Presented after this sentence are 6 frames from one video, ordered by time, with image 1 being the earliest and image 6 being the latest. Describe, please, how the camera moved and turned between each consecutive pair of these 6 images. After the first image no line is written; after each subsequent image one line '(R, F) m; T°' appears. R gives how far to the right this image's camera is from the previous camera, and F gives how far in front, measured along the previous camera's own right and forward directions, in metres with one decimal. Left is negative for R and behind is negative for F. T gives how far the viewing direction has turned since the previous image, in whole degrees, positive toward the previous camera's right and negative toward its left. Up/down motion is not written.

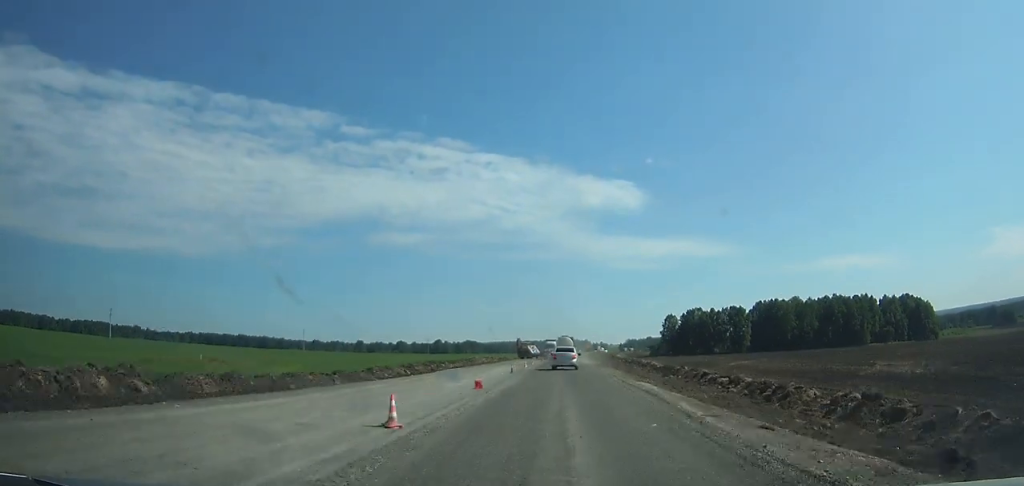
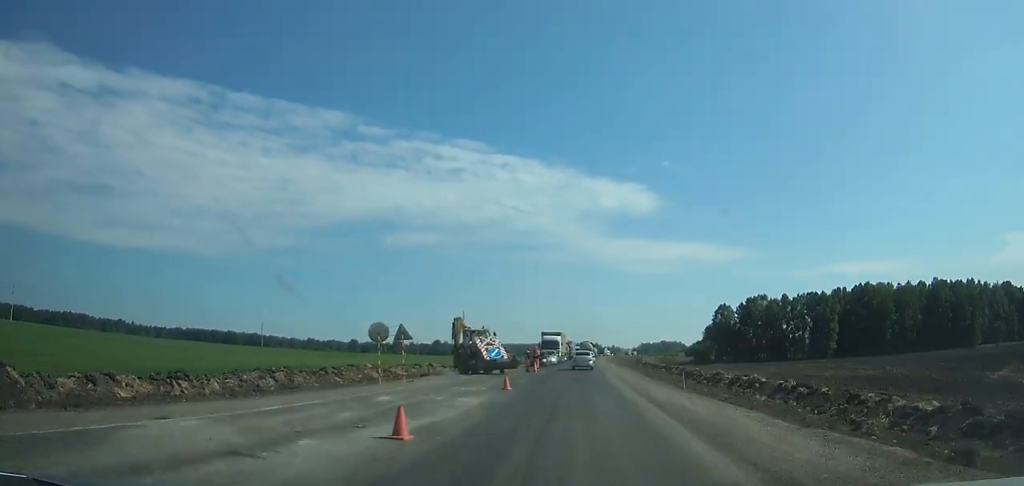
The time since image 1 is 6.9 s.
(+0.7, +72.0) m; +1°
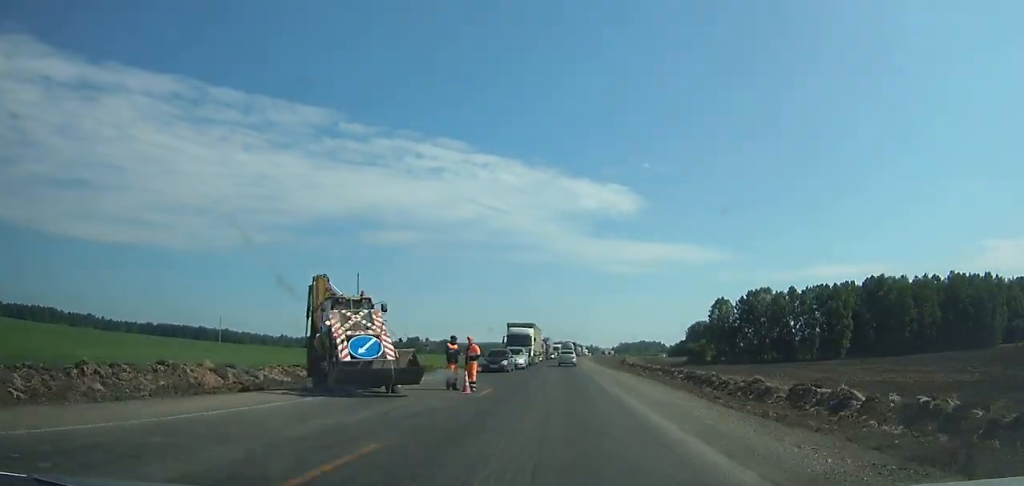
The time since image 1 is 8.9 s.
(-0.1, +21.8) m; 0°
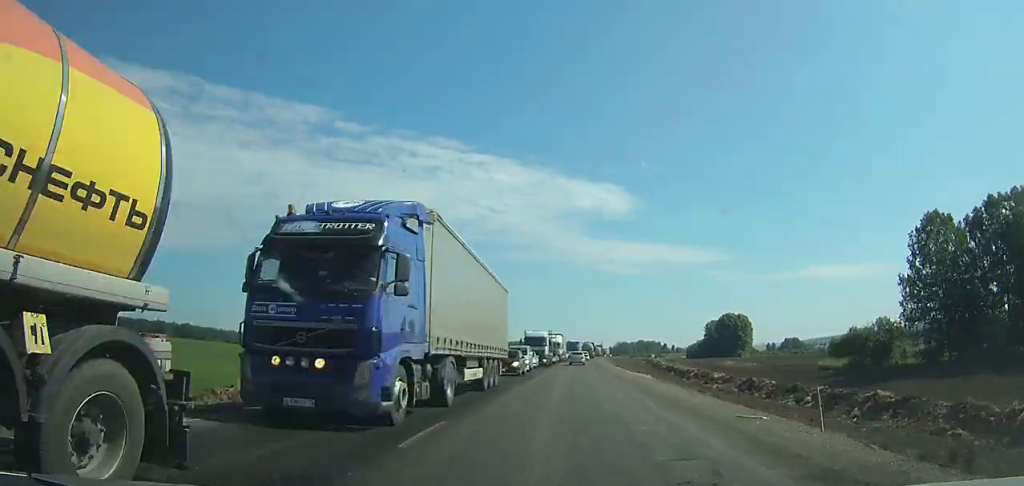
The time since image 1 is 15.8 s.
(+0.6, +93.0) m; +1°
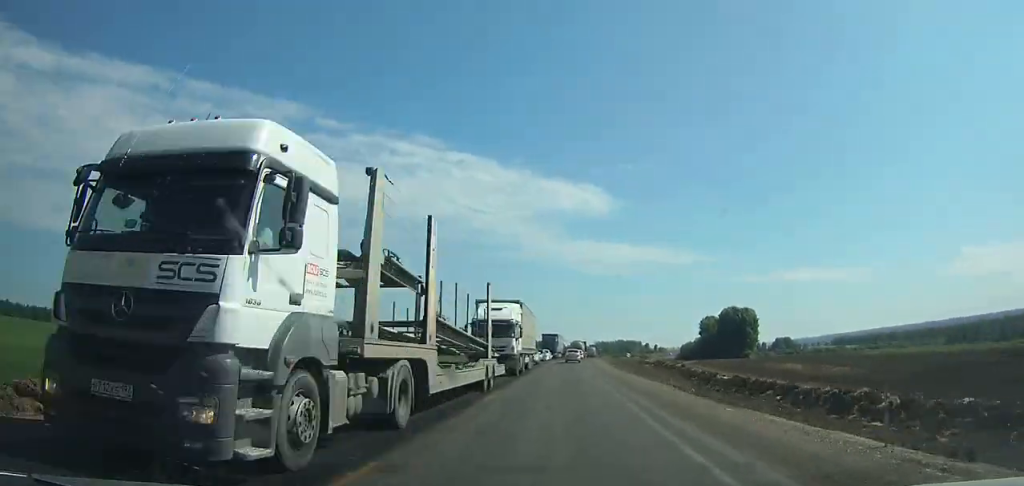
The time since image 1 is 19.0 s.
(+0.8, +51.7) m; +2°
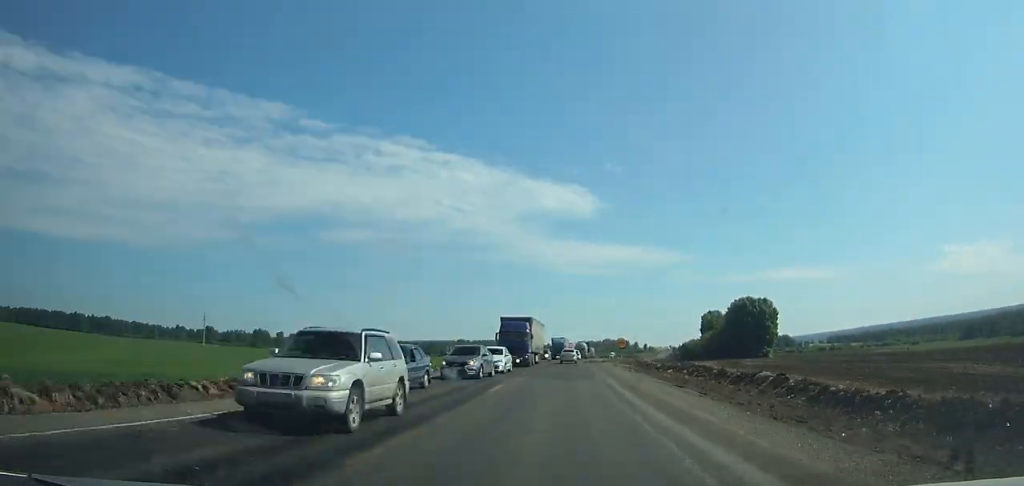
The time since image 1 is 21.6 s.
(+0.6, +44.6) m; +2°
